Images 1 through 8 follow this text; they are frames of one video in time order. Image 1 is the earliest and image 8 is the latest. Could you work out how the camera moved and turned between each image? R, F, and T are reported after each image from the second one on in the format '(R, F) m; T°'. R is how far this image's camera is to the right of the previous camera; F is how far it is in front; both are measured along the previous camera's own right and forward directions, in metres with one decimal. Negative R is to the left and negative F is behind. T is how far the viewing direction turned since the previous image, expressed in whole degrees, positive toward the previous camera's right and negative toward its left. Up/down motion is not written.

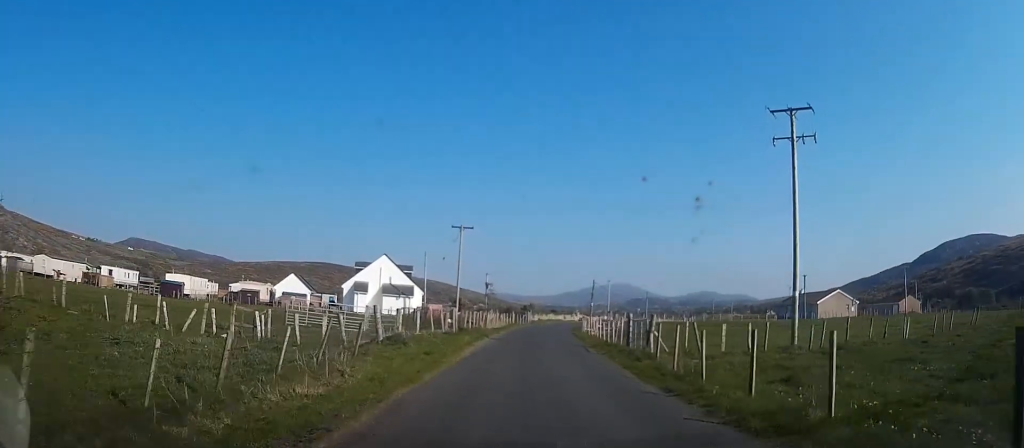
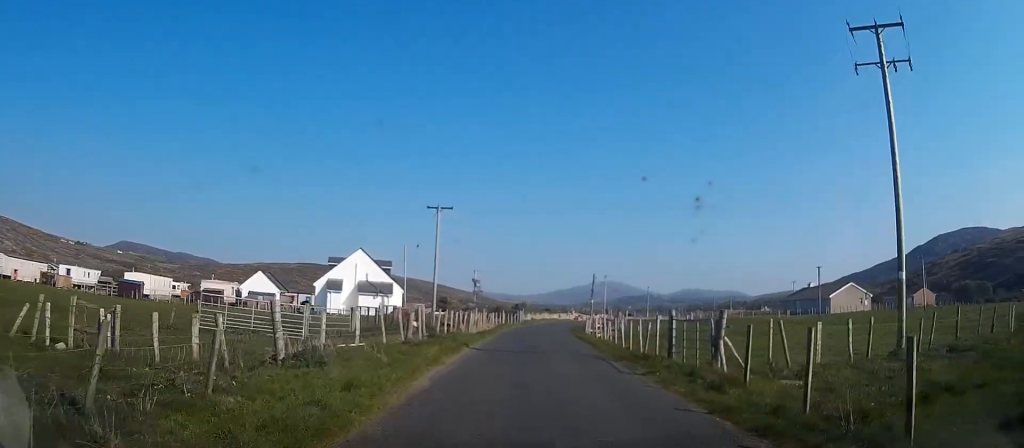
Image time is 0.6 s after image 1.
(+0.1, +7.9) m; +2°
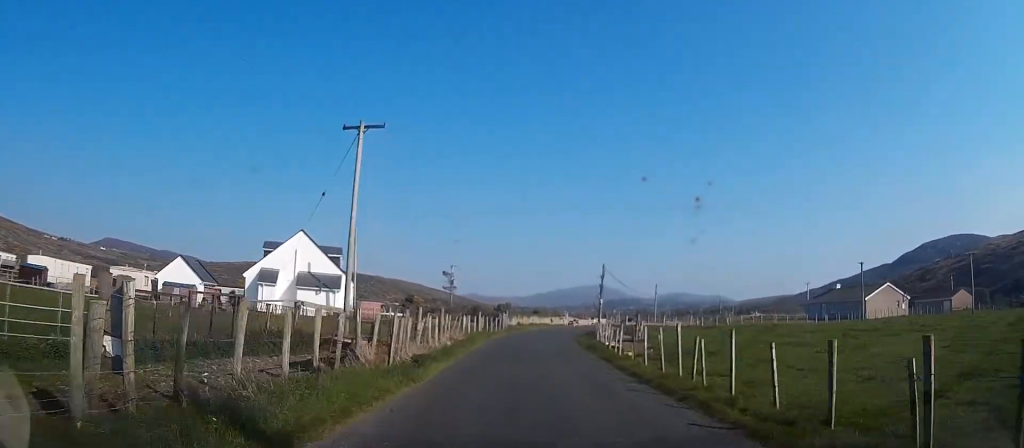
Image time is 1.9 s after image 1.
(+0.5, +15.9) m; +2°
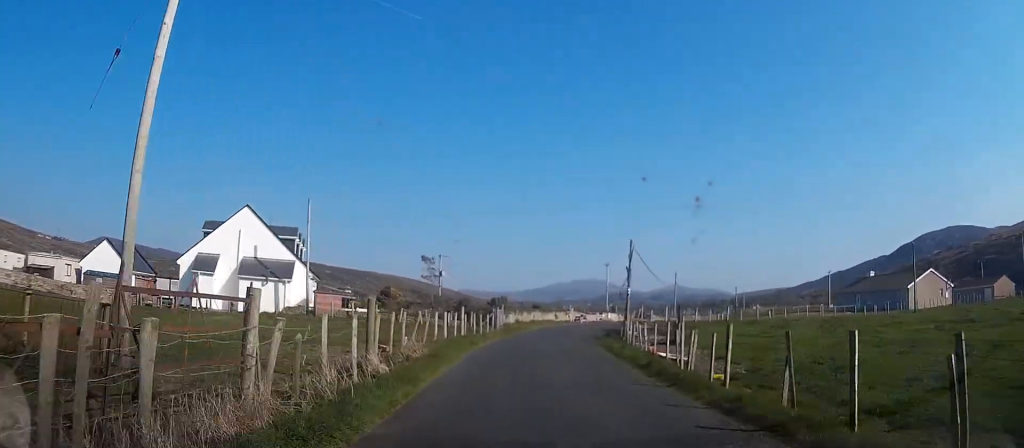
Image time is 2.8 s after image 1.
(-0.1, +11.8) m; +2°
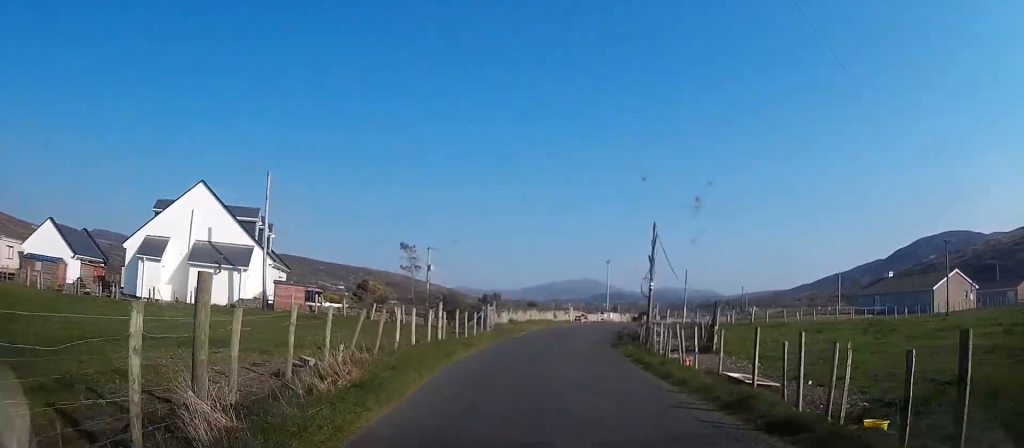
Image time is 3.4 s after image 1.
(+0.1, +6.7) m; +2°
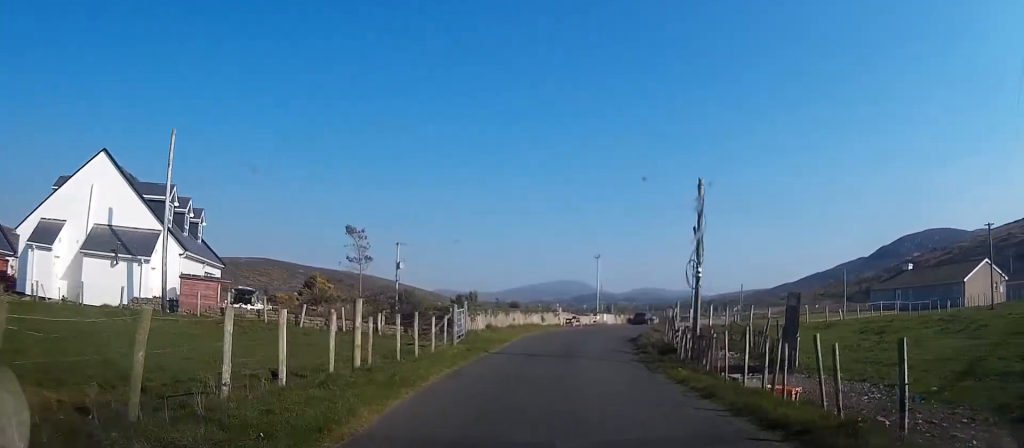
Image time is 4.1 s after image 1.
(+0.4, +9.3) m; +3°
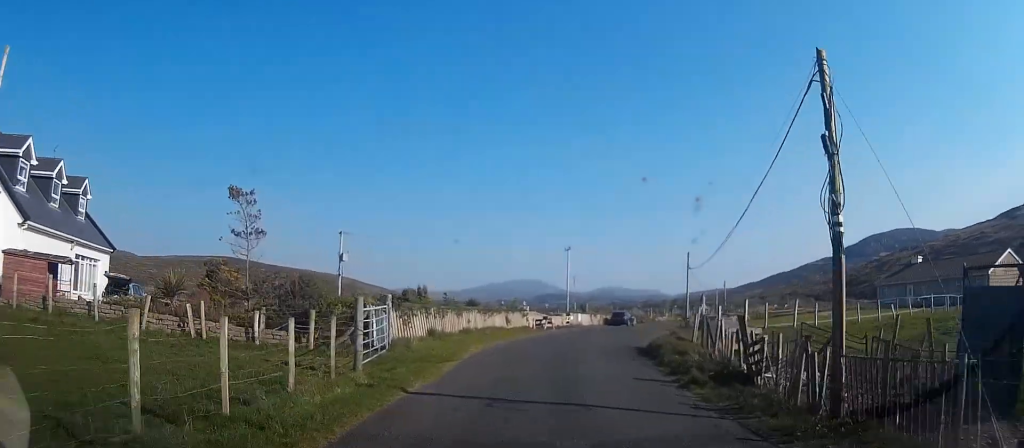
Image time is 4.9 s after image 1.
(+0.2, +9.7) m; +3°
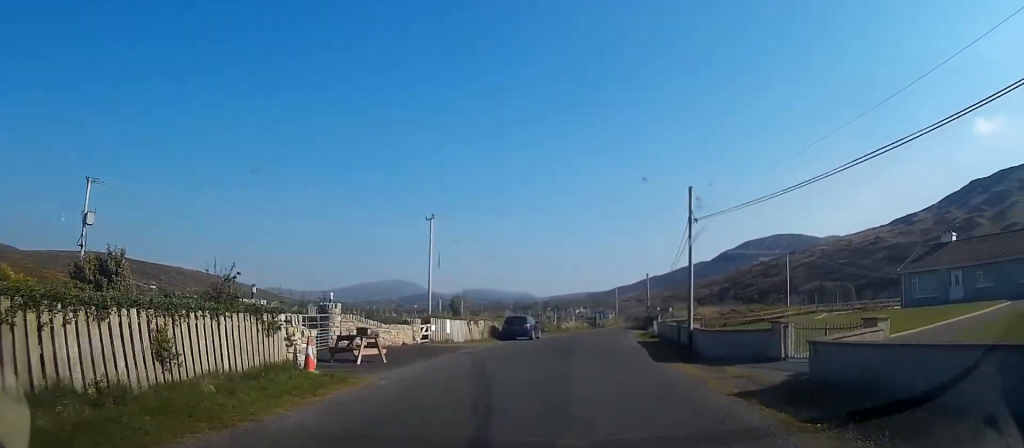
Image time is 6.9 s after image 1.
(+2.7, +26.6) m; +12°
